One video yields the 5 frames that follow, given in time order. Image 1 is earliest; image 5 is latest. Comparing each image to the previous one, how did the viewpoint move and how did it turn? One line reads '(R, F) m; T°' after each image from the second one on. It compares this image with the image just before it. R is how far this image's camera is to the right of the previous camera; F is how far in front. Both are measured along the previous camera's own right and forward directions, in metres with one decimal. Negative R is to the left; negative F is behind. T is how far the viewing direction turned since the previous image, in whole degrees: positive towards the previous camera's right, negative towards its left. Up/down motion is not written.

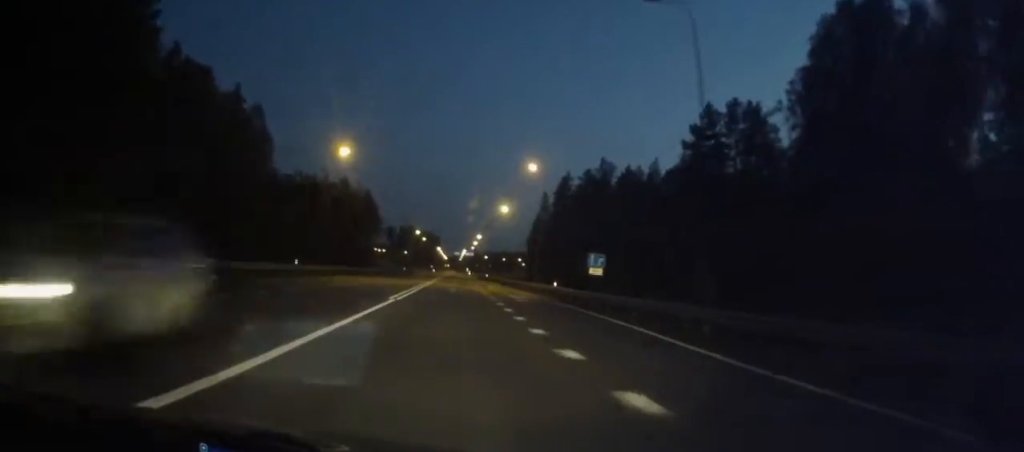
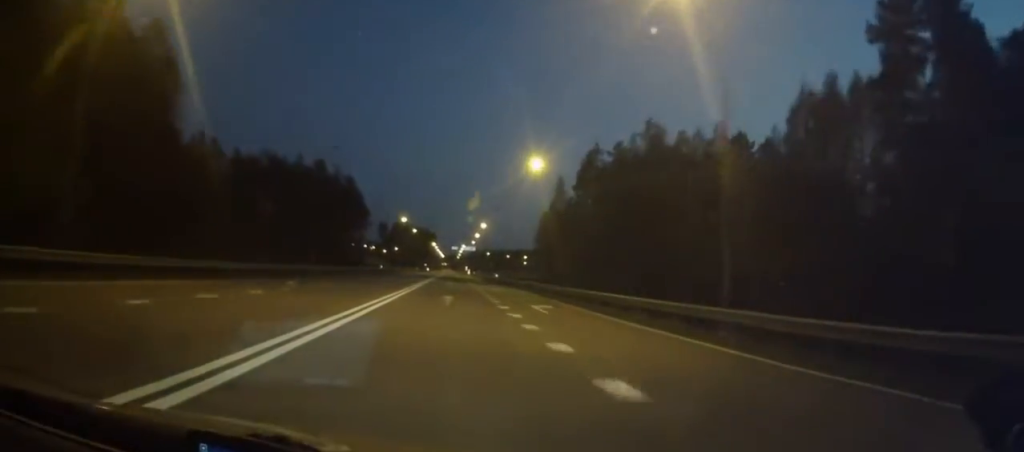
(+0.1, +35.1) m; 0°
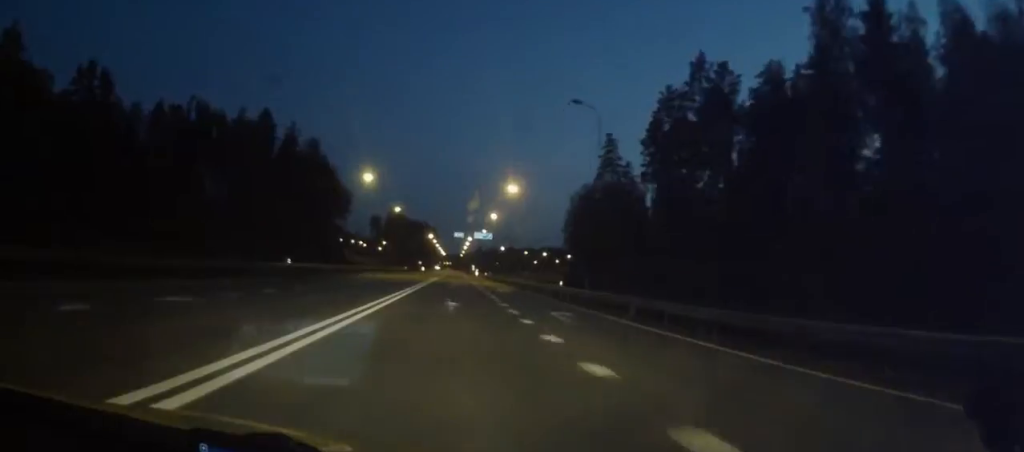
(+0.2, +54.0) m; +1°
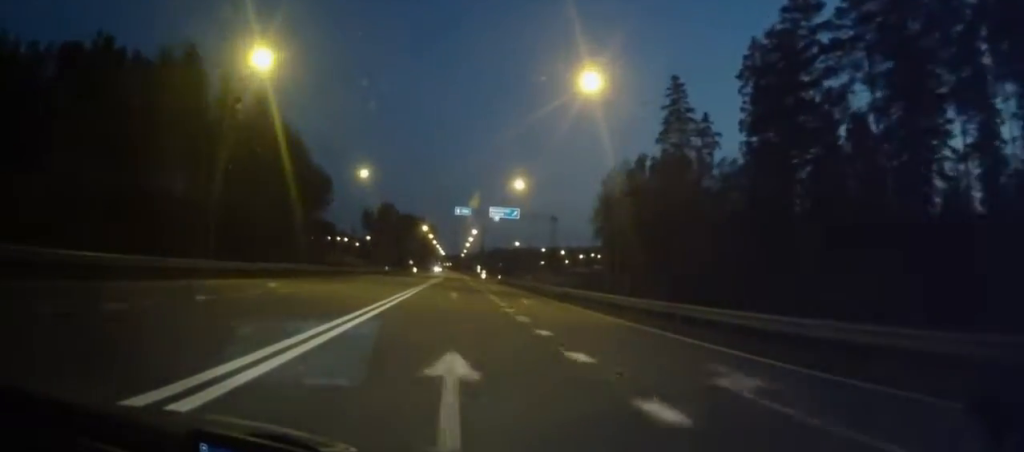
(0.0, +38.3) m; 0°
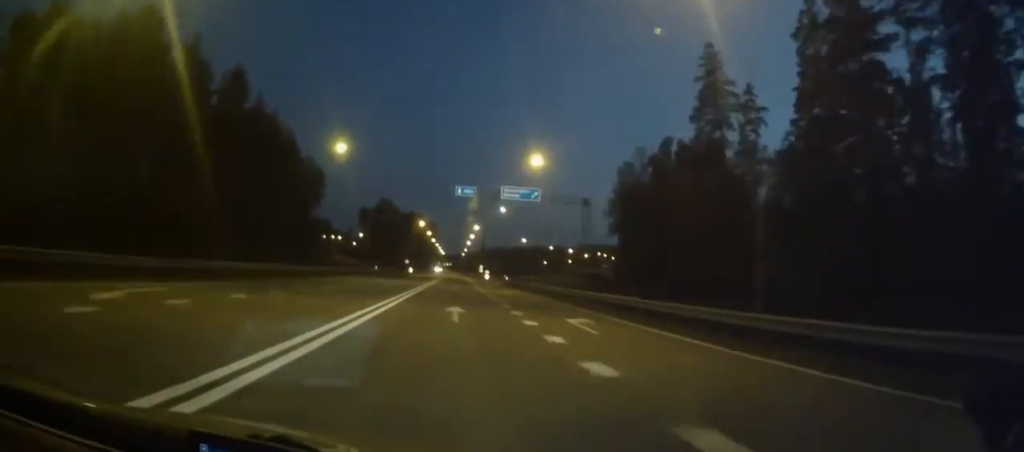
(0.0, +13.1) m; 0°
